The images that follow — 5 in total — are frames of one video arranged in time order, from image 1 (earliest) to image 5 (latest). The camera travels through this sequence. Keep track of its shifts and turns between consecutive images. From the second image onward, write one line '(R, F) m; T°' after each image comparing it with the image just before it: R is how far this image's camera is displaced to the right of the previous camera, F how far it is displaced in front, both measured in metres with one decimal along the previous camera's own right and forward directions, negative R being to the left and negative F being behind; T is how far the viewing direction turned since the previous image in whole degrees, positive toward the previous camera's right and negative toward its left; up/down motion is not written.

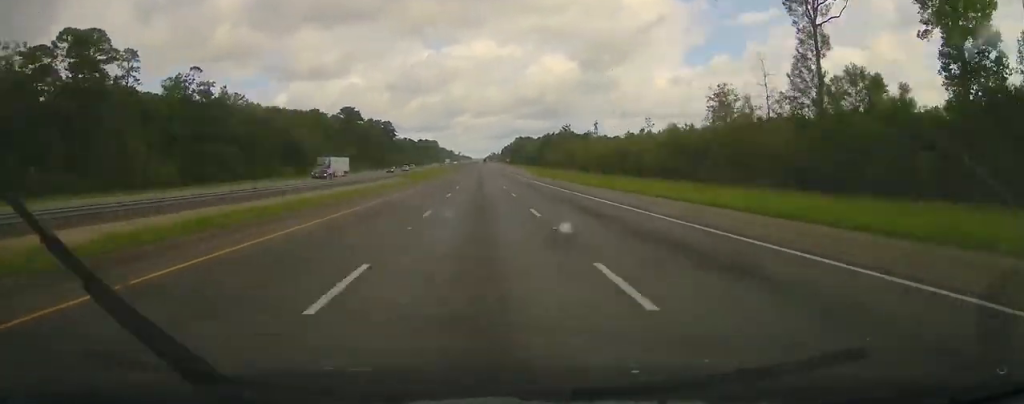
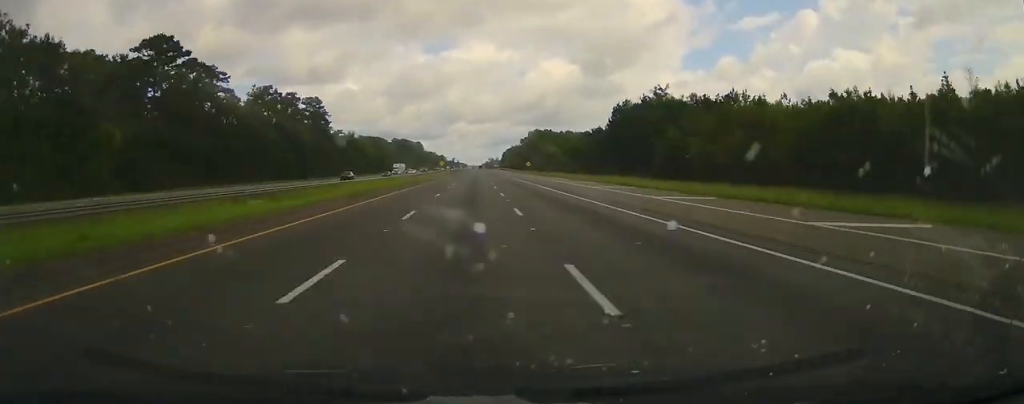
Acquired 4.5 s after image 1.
(-0.2, +144.3) m; -1°
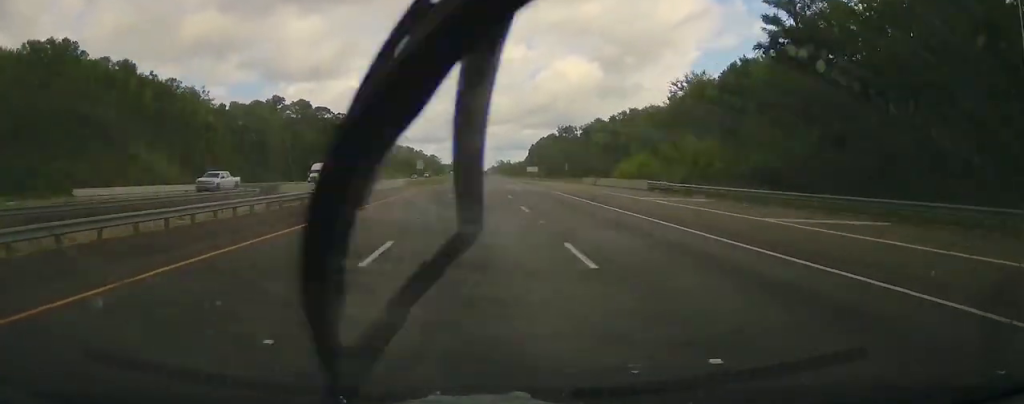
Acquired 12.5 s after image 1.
(+0.3, +273.0) m; +1°
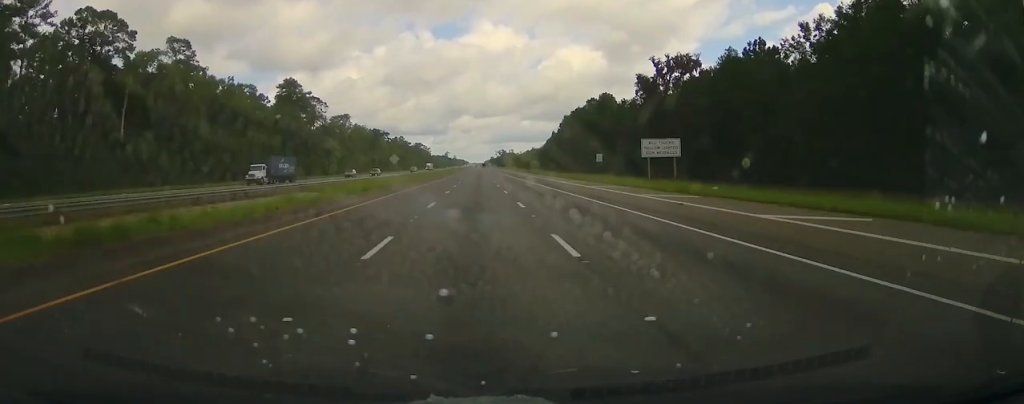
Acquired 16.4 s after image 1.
(+0.3, +143.8) m; 0°
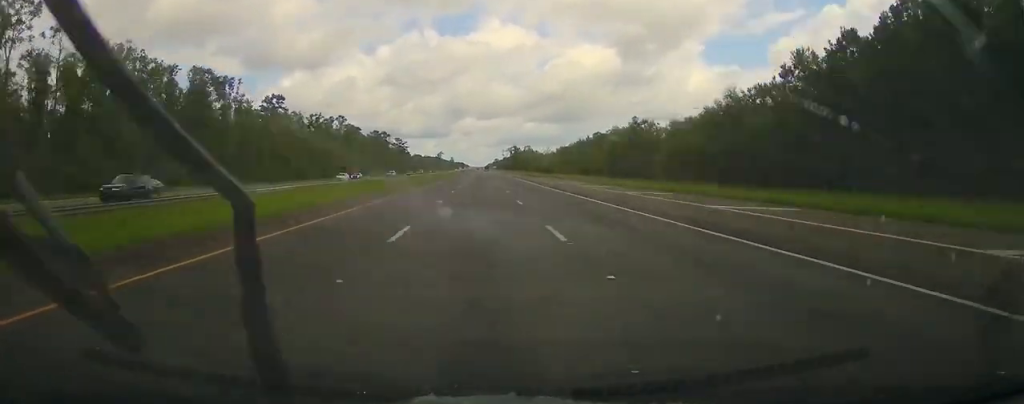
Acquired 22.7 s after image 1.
(-1.2, +273.0) m; 0°
